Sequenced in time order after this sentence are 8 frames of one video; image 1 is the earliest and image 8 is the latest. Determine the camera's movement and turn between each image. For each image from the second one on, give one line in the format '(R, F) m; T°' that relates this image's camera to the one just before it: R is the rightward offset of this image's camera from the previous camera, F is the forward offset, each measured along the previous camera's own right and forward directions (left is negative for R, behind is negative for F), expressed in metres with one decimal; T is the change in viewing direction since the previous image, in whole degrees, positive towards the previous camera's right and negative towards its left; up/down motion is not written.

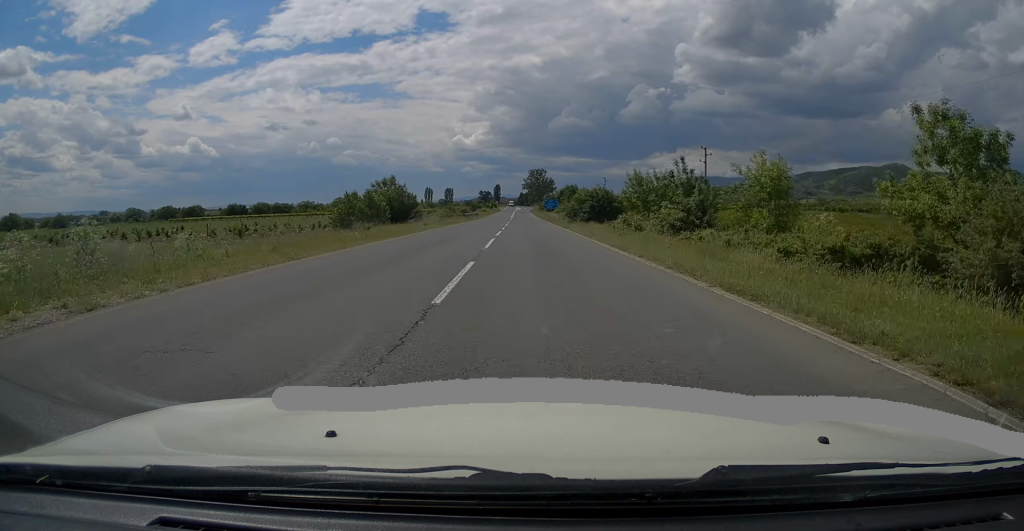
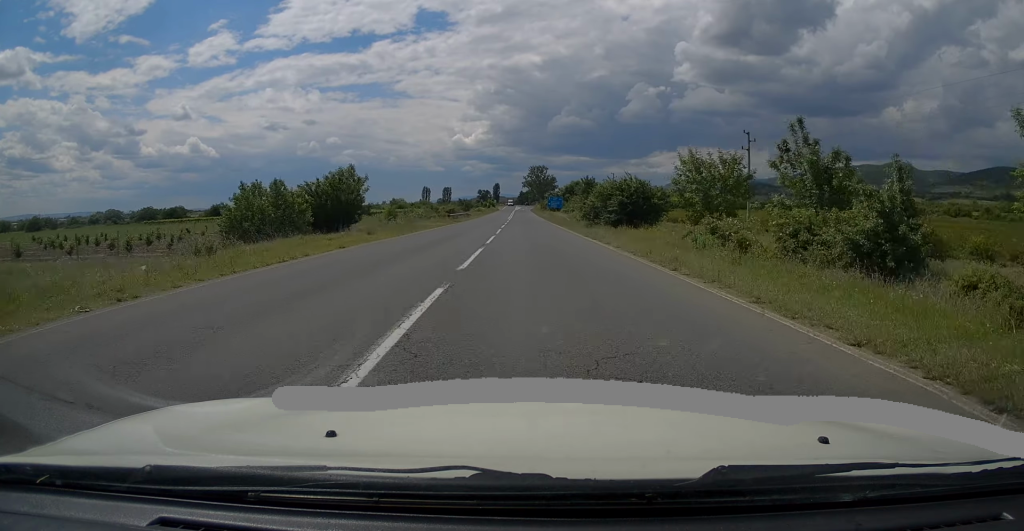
(+0.1, +15.7) m; 0°
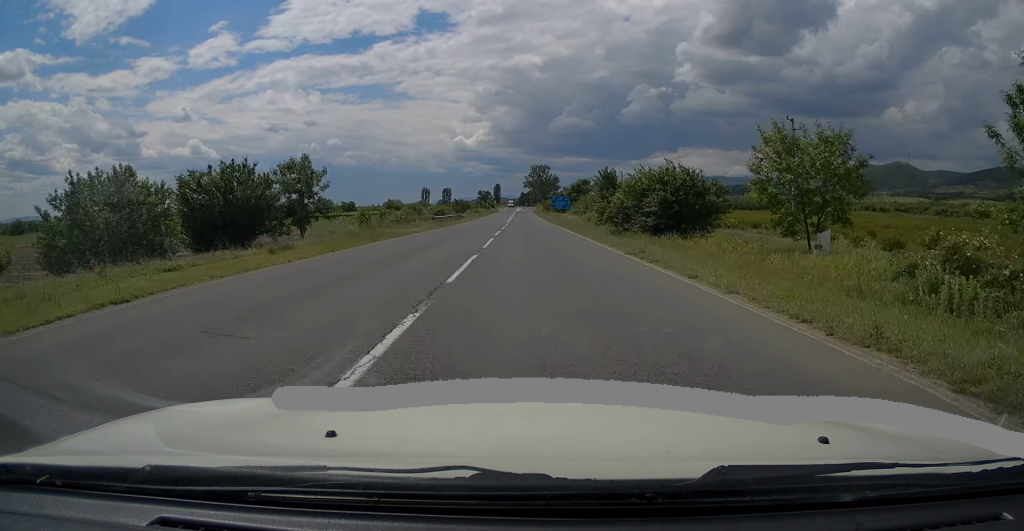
(+0.1, +11.0) m; 0°
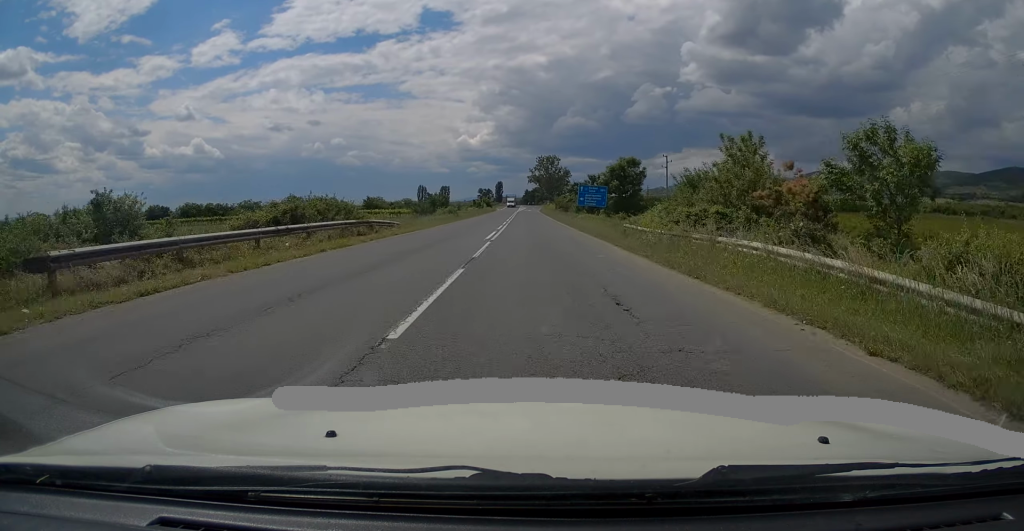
(-0.7, +40.5) m; -1°
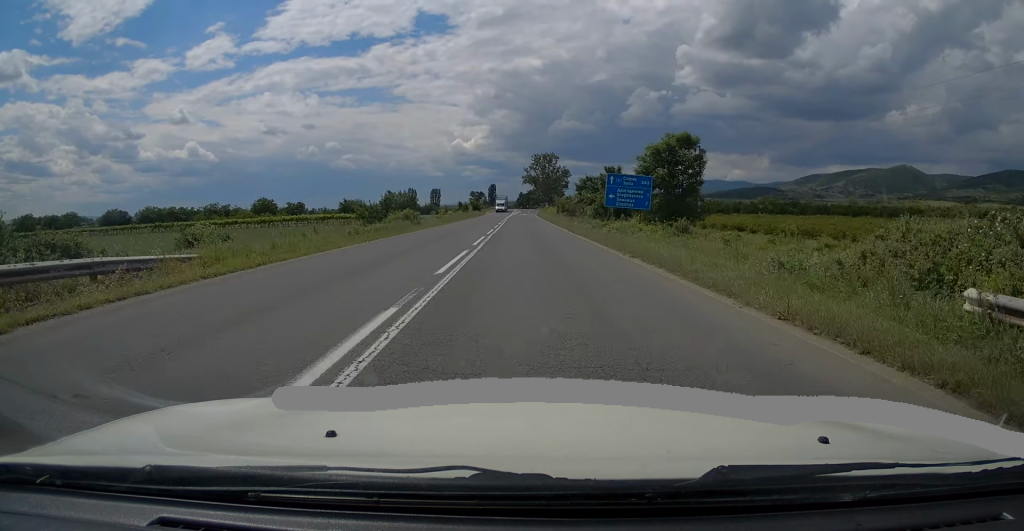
(+0.1, +21.6) m; +1°
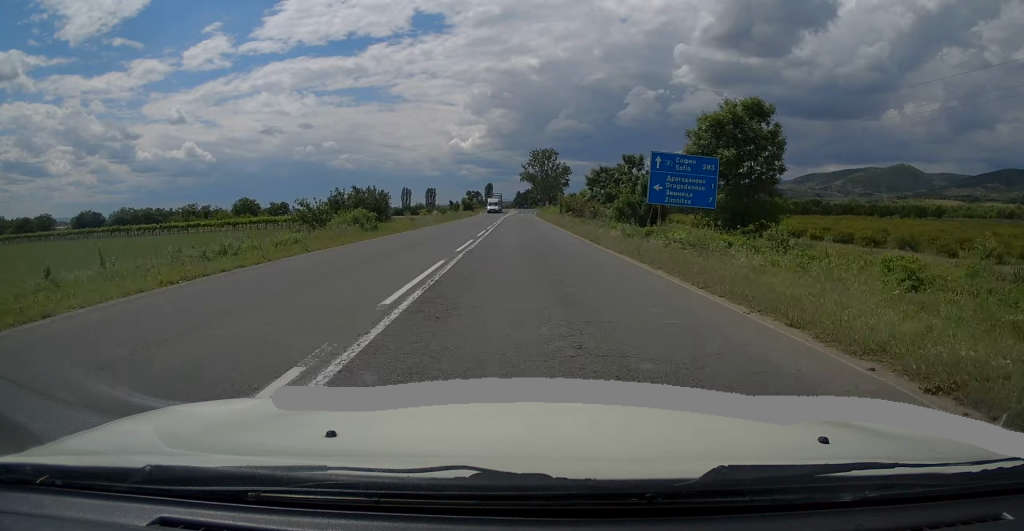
(+0.1, +12.5) m; 0°
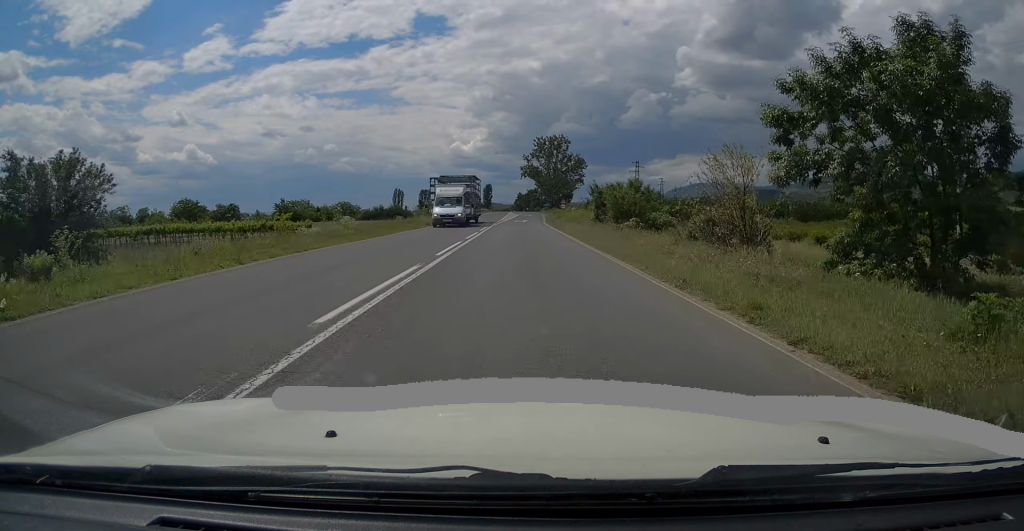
(0.0, +37.3) m; -1°
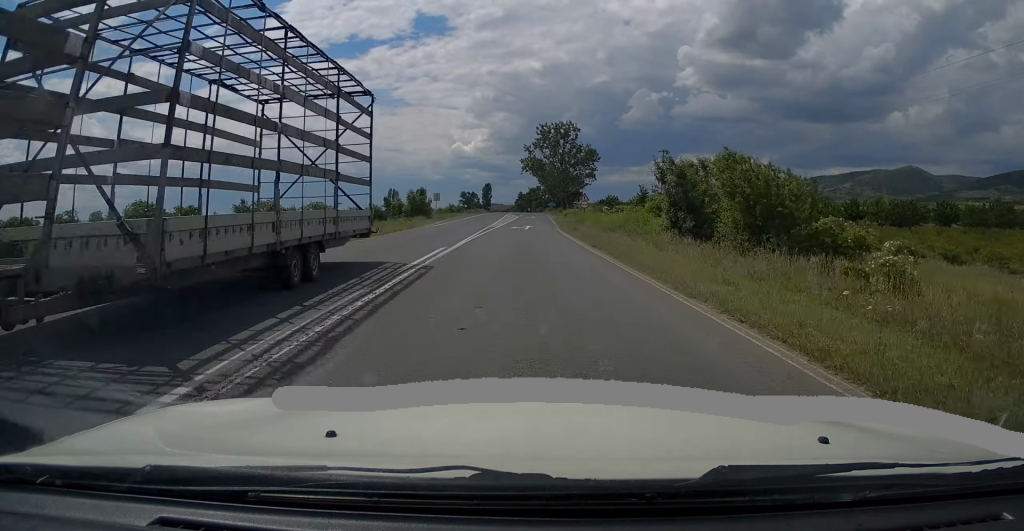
(+0.1, +21.6) m; 0°
